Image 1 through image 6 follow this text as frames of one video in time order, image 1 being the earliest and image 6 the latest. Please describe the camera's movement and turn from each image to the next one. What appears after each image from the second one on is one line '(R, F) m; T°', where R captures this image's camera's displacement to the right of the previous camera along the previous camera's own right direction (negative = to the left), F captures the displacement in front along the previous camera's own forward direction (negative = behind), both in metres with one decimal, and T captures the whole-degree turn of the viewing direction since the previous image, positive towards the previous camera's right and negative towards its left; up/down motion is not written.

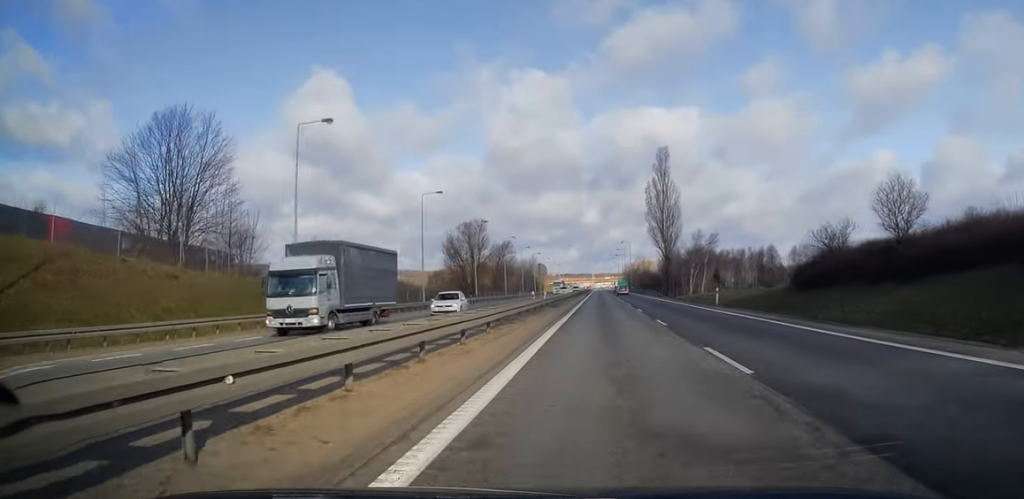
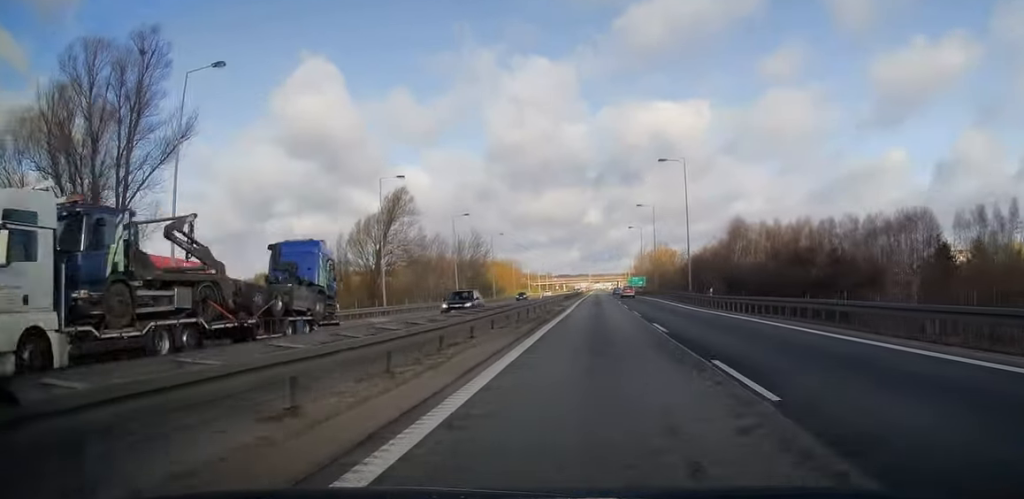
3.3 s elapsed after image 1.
(0.0, +101.1) m; 0°
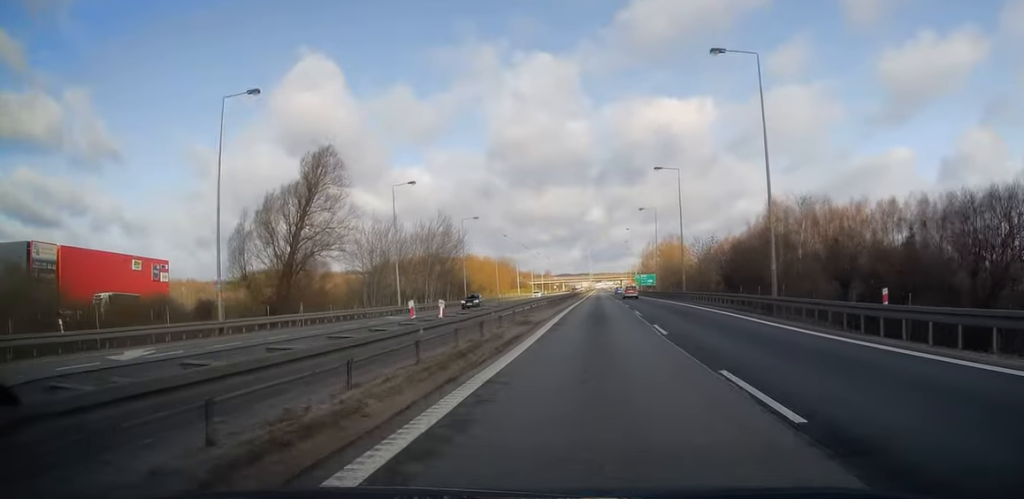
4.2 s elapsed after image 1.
(+0.3, +25.9) m; 0°
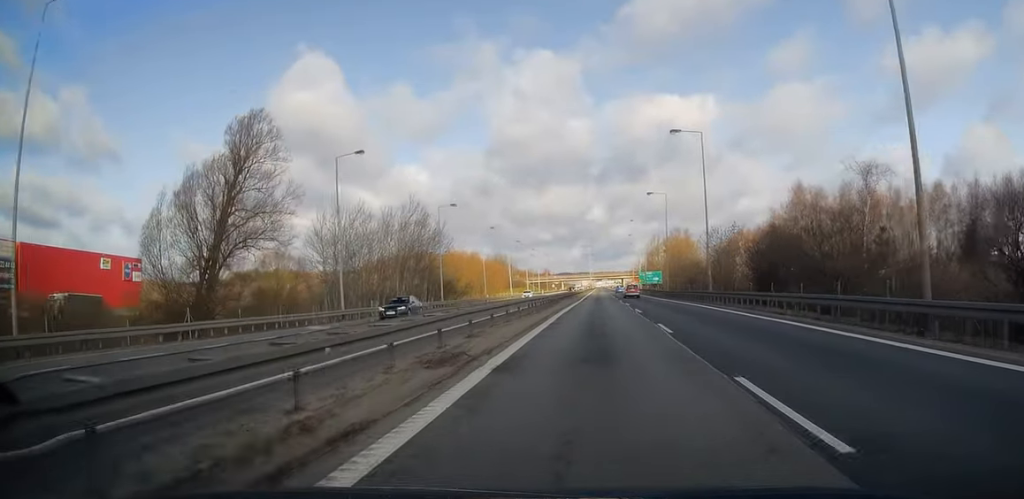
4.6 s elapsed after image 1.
(0.0, +13.7) m; 0°
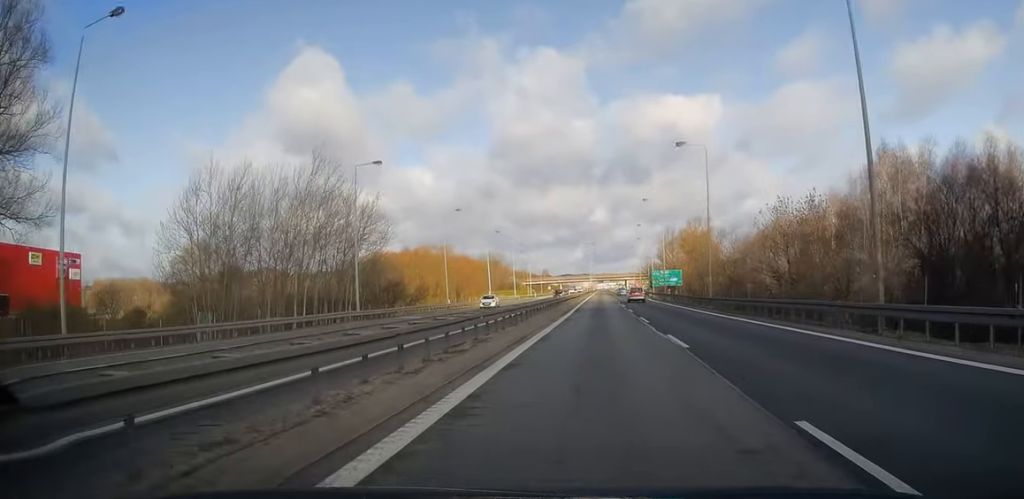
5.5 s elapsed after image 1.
(-0.3, +27.4) m; 0°
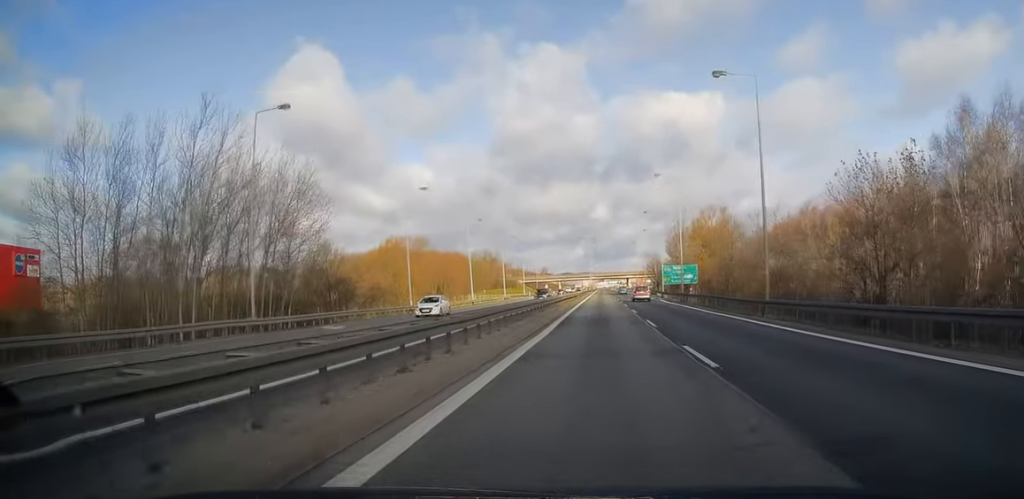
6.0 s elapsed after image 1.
(+0.2, +15.8) m; 0°
